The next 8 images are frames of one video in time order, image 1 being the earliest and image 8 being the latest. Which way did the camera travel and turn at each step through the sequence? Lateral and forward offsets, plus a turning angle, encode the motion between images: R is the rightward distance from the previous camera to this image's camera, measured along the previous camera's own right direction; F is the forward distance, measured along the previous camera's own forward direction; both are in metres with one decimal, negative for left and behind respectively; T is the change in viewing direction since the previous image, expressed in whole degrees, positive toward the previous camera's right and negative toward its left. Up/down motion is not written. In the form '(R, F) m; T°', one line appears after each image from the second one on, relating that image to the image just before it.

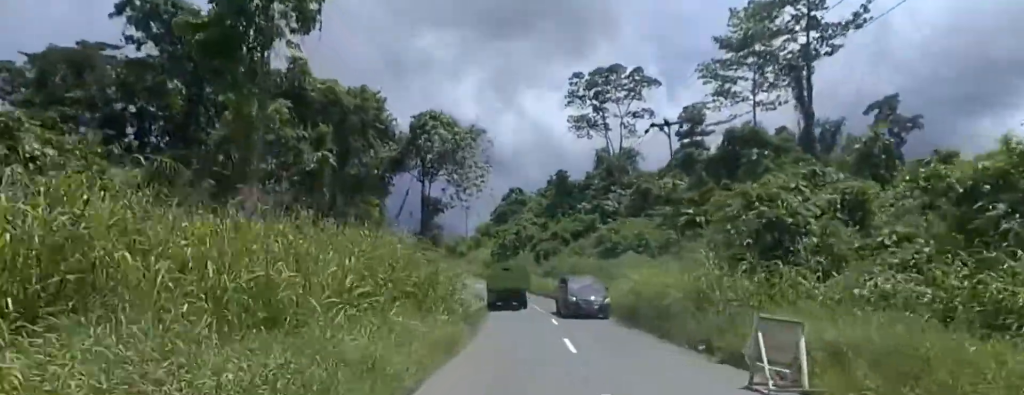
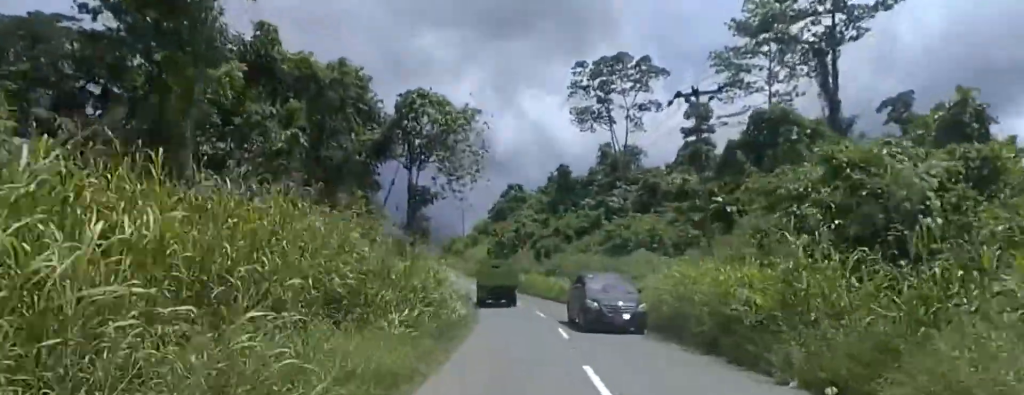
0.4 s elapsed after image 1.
(0.0, +5.4) m; -3°
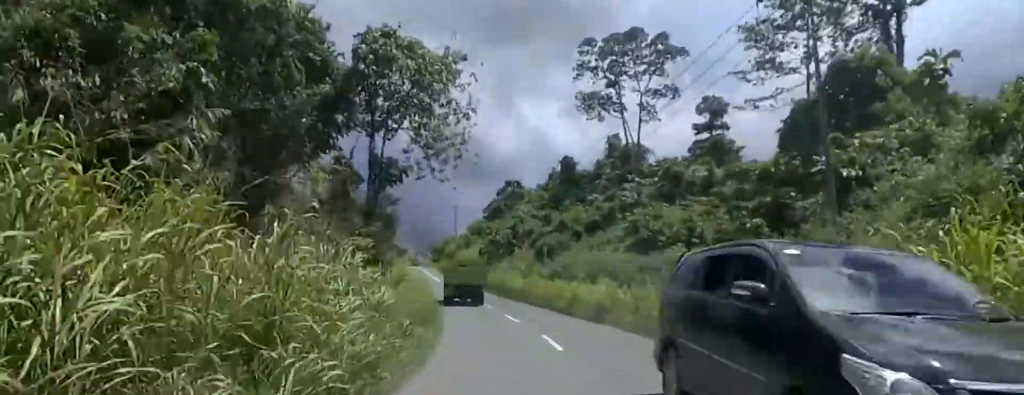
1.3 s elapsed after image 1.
(-0.4, +10.8) m; -6°
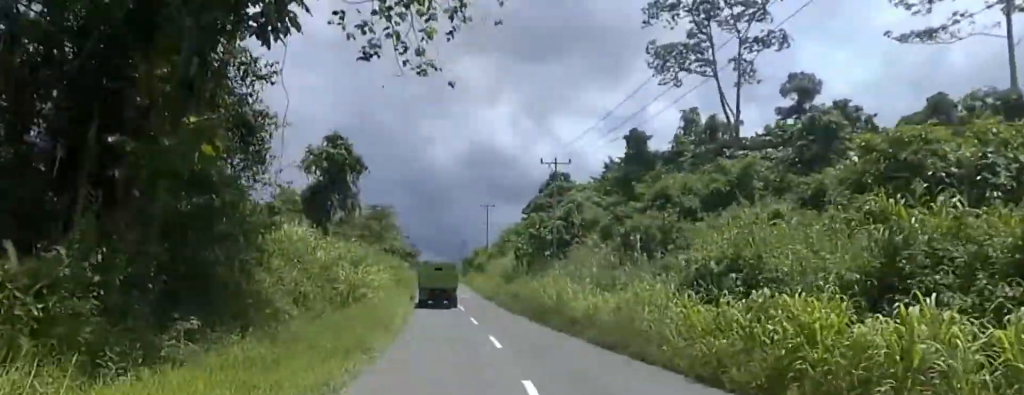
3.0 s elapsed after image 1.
(-1.7, +21.8) m; -5°
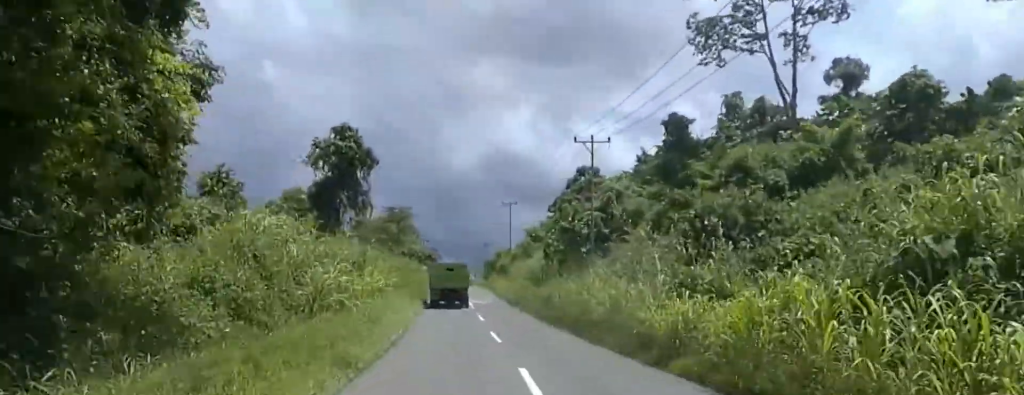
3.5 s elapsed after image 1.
(0.0, +6.3) m; 0°
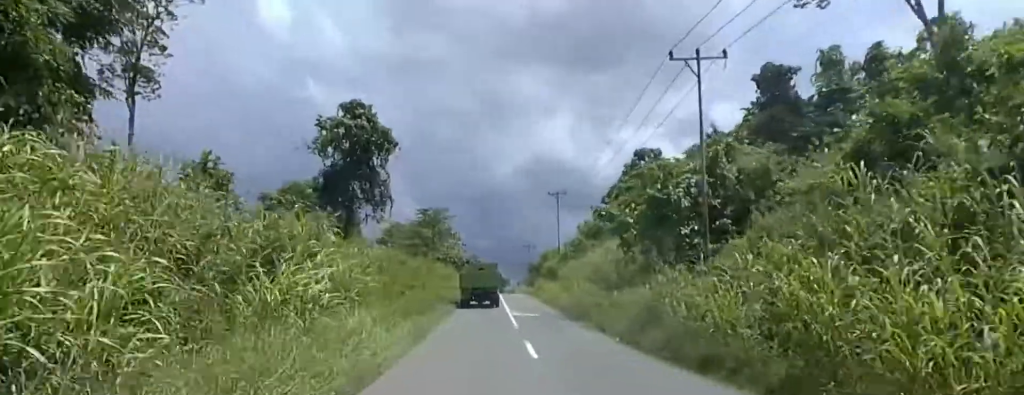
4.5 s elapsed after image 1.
(0.0, +11.8) m; -2°
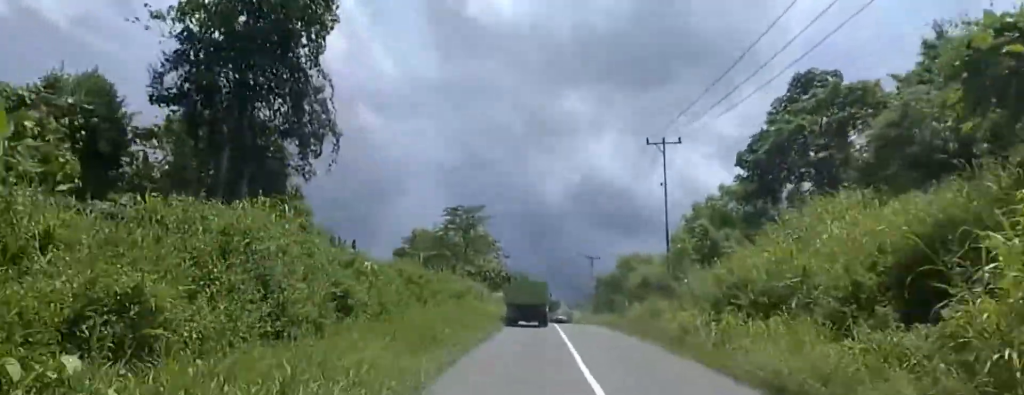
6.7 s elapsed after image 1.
(-1.9, +27.7) m; -3°
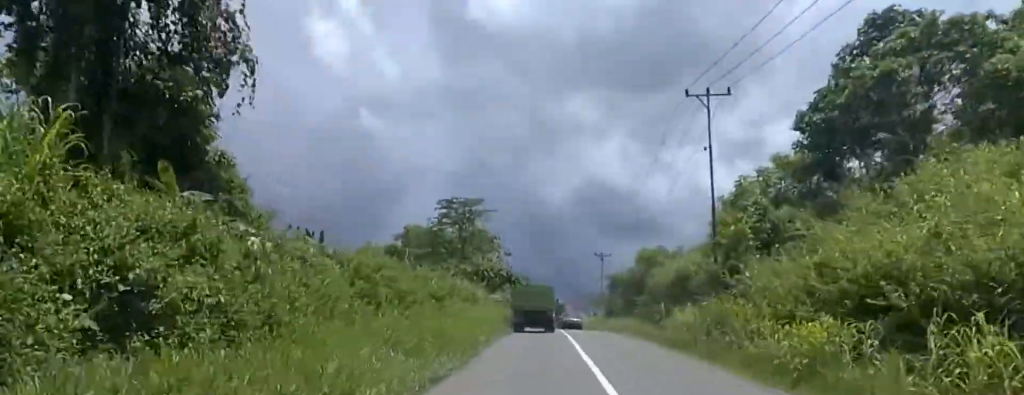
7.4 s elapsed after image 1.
(+0.3, +8.1) m; +3°
